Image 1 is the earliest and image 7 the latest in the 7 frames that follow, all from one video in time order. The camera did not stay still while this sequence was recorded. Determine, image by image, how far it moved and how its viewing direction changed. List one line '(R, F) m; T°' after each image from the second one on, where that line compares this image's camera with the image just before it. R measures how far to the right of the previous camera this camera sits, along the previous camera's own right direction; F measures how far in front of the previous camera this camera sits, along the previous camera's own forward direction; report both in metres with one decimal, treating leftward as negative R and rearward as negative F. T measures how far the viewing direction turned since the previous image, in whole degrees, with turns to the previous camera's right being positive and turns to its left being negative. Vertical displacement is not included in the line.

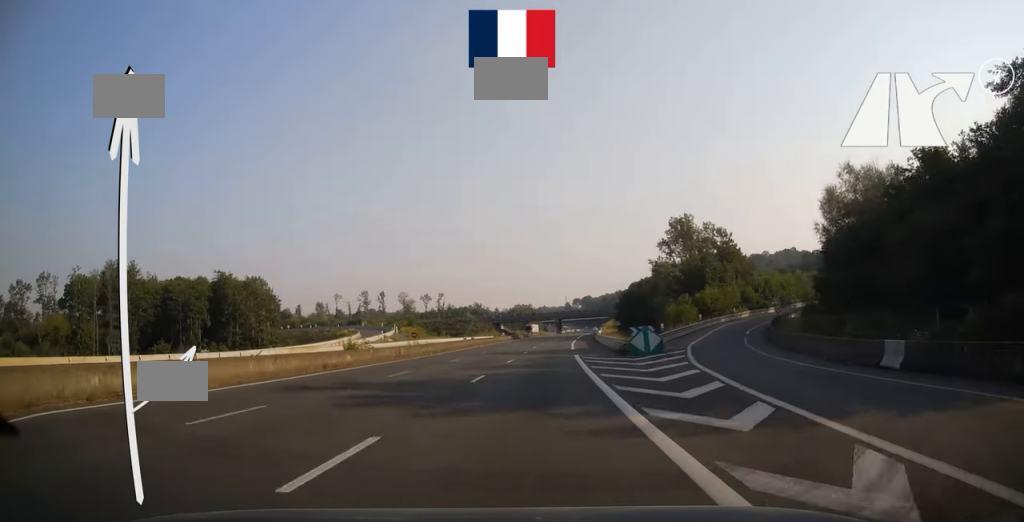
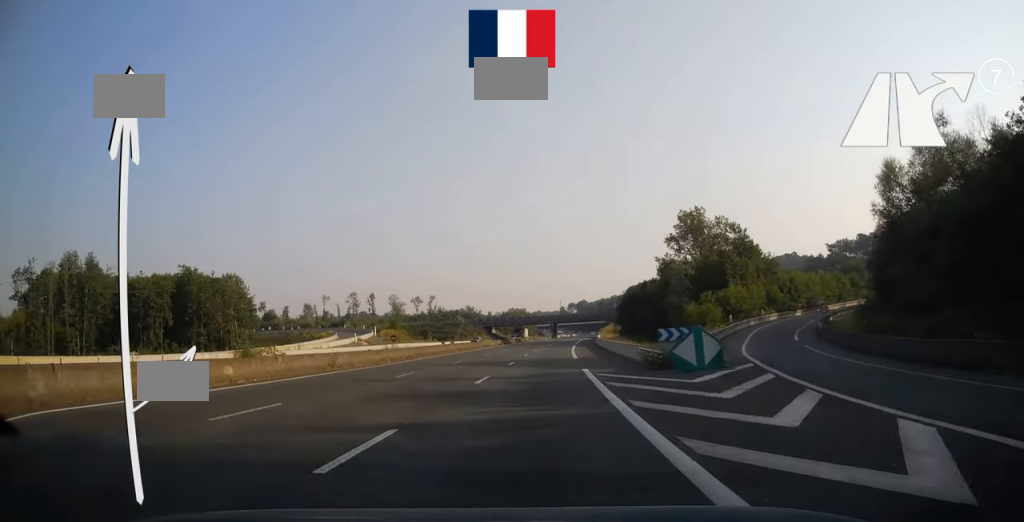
(0.0, +12.2) m; +1°
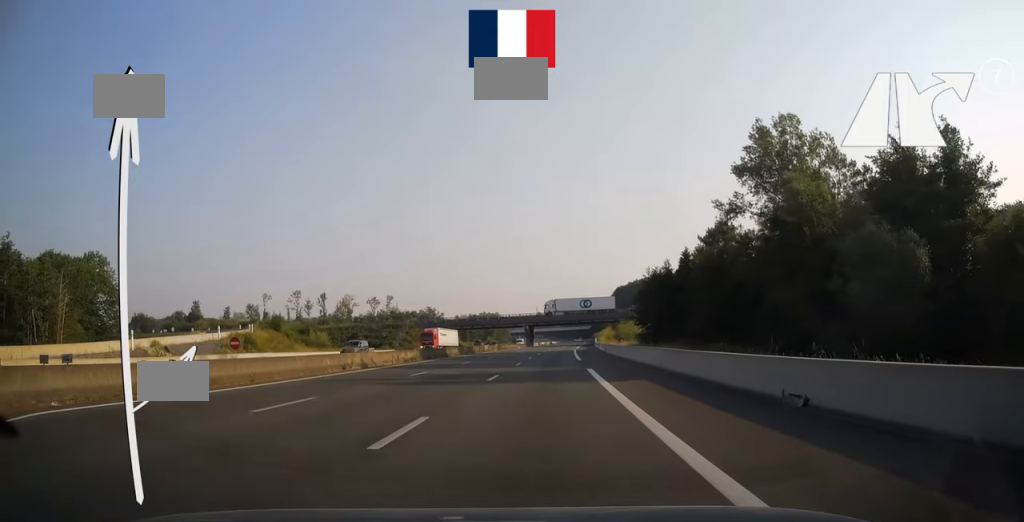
(+1.1, +50.5) m; +2°
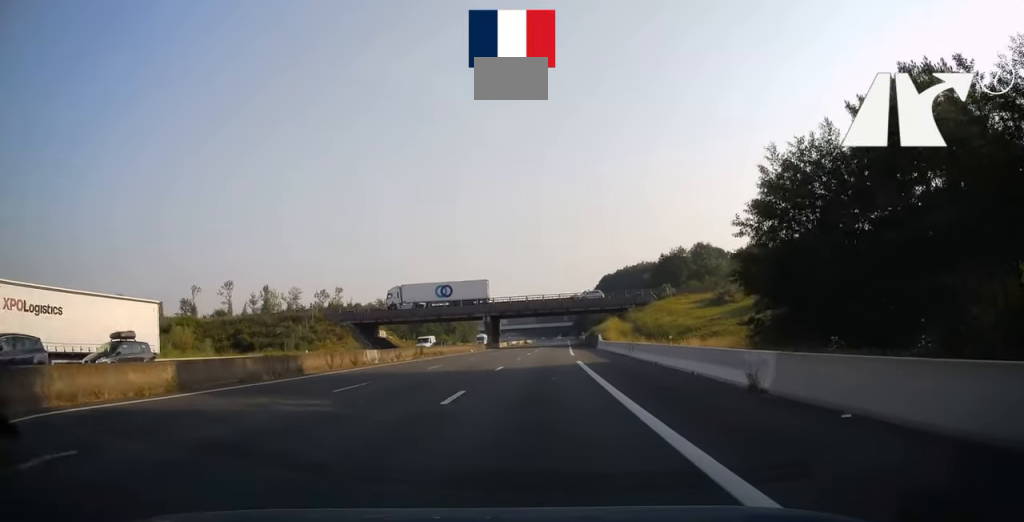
(+1.0, +47.0) m; +2°
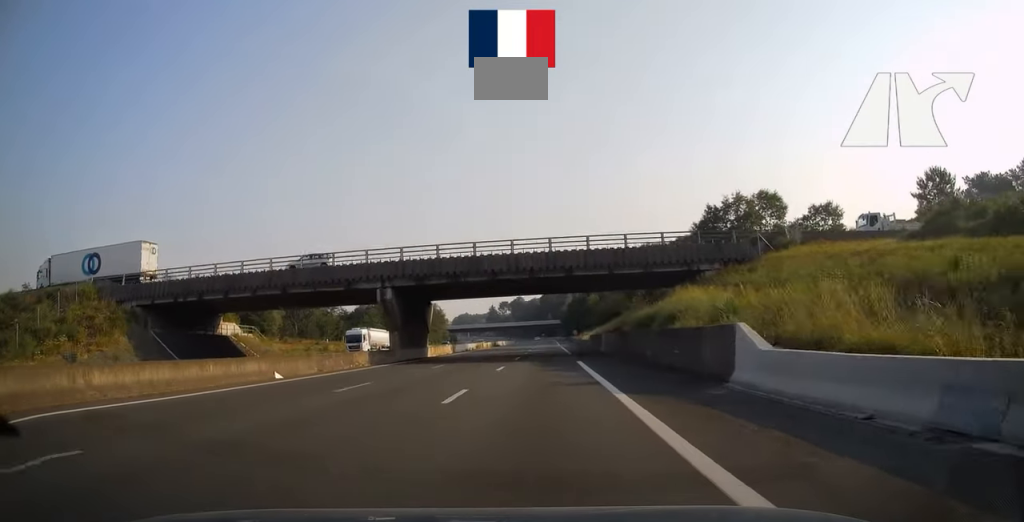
(+0.8, +51.7) m; +2°
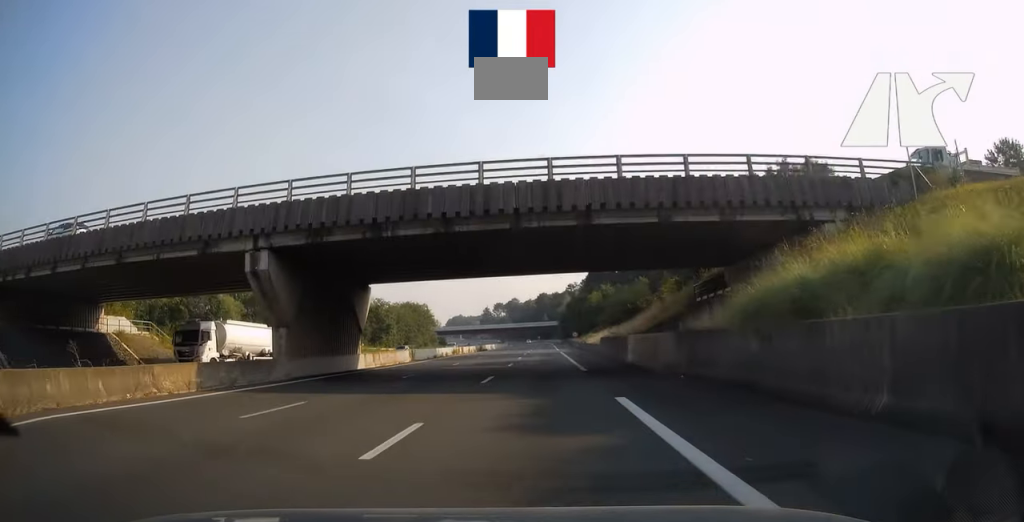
(+0.1, +18.5) m; 0°
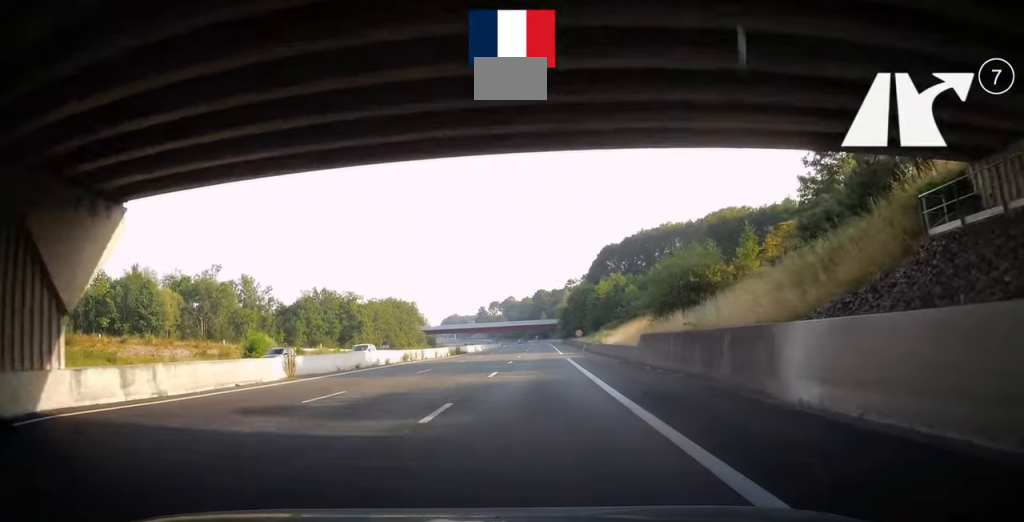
(+0.1, +22.9) m; 0°
